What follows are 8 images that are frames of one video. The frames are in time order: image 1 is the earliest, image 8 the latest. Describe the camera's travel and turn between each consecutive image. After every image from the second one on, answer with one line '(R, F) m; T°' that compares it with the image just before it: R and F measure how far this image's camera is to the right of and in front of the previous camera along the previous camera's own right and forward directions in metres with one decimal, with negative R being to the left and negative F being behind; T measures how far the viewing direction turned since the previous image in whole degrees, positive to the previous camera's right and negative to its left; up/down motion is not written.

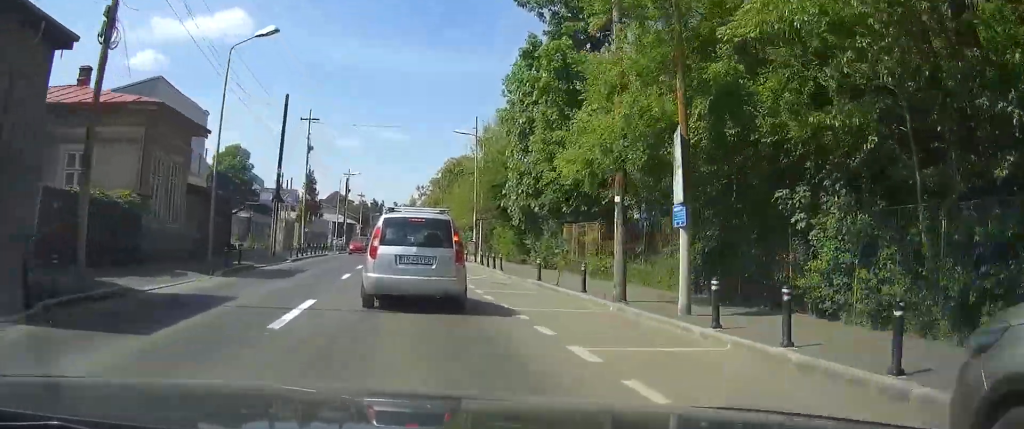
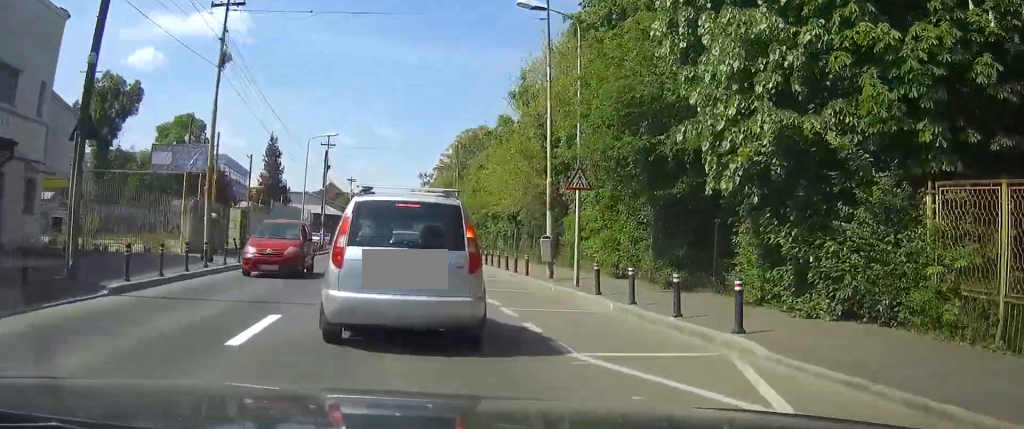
(+0.7, +24.4) m; +4°
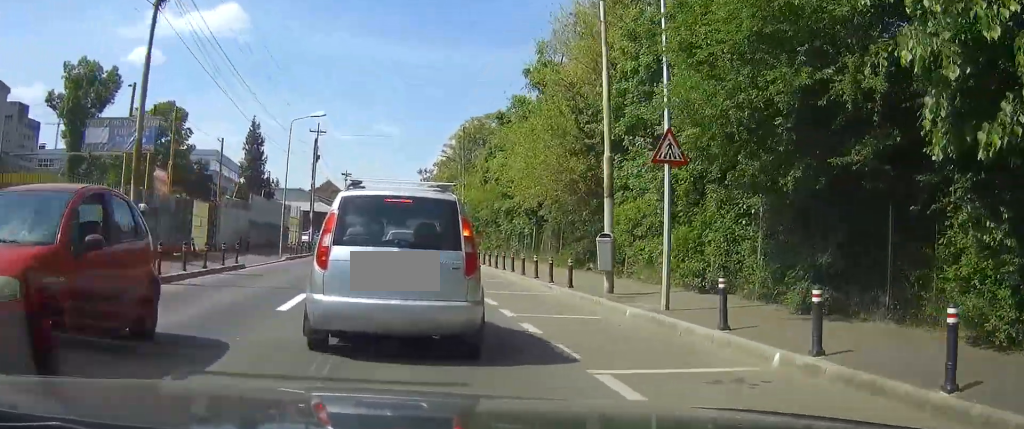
(+0.2, +8.7) m; 0°
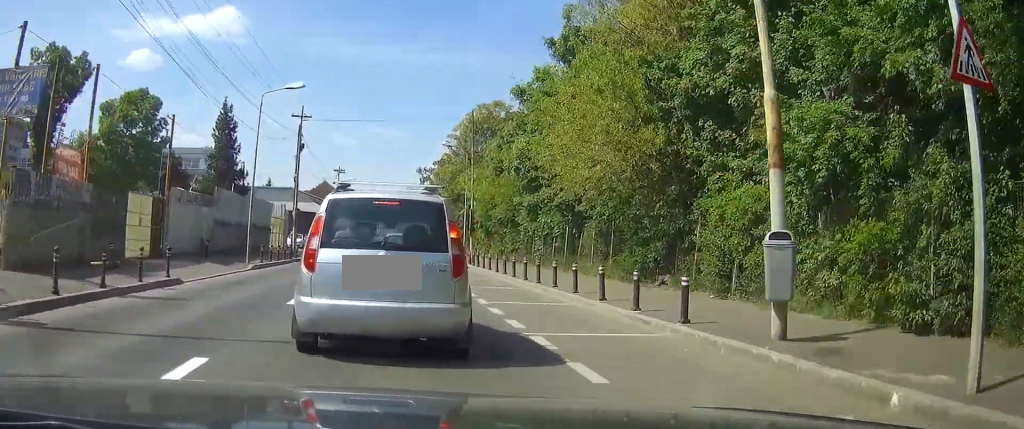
(-0.1, +10.2) m; -3°
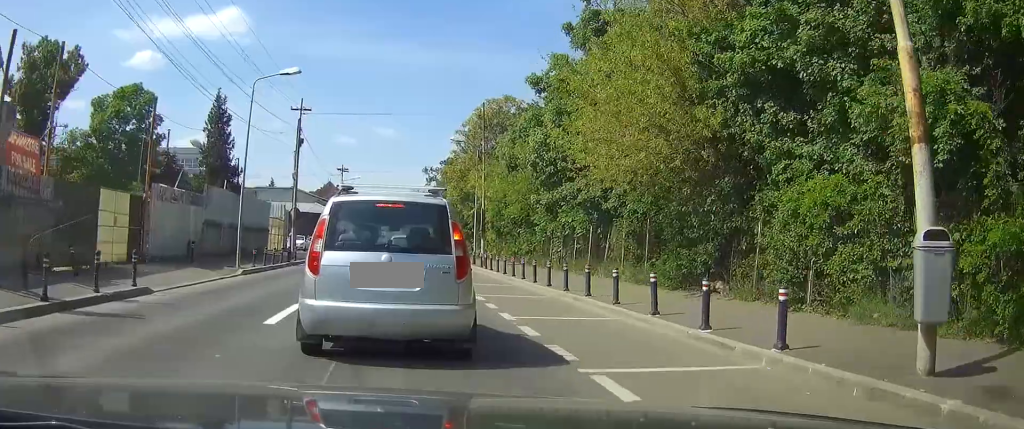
(0.0, +3.5) m; -2°
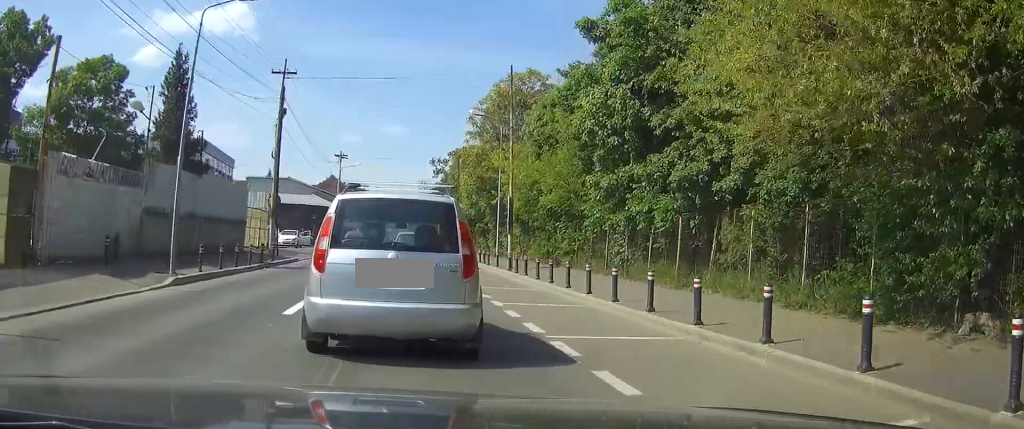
(-0.4, +8.4) m; -2°
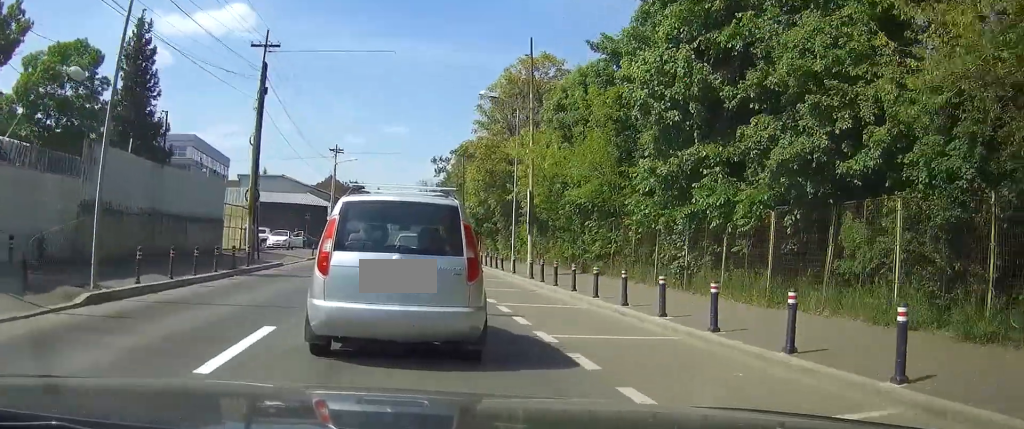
(+0.1, +4.7) m; +1°
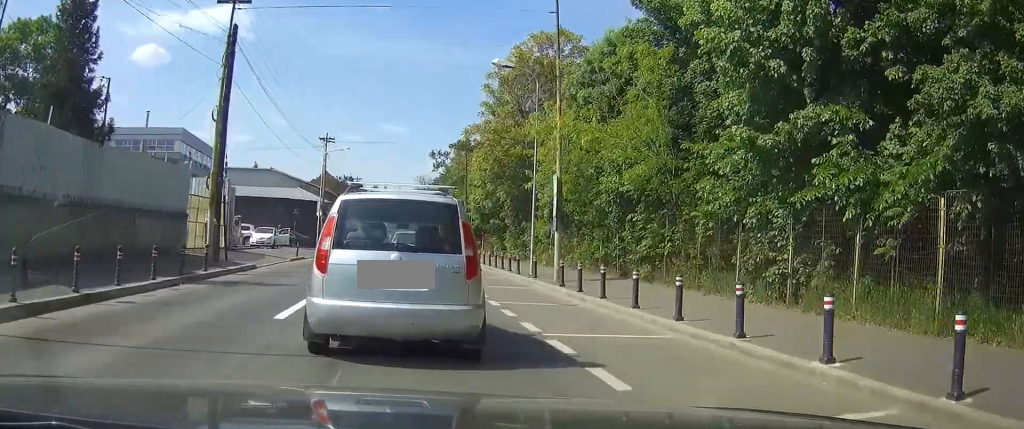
(0.0, +5.3) m; 0°
